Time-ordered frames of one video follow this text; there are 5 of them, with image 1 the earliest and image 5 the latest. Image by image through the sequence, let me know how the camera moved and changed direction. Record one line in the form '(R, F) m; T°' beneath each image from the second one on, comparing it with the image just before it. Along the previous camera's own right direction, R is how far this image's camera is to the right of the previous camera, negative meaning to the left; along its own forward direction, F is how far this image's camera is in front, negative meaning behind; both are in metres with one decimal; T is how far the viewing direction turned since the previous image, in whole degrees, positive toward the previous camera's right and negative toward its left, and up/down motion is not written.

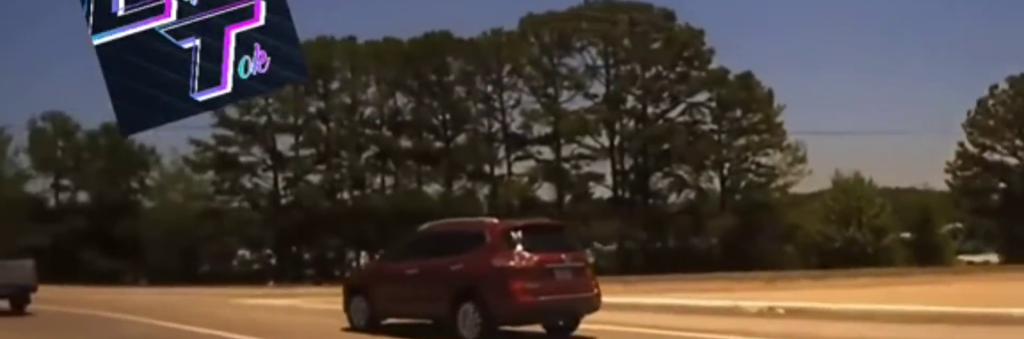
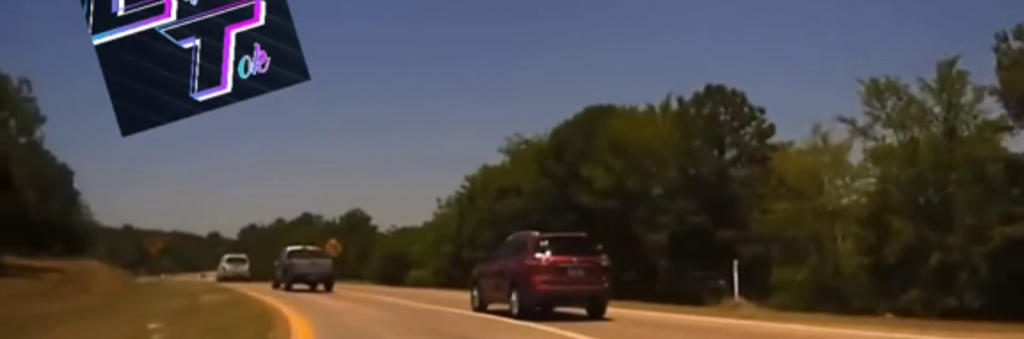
(-13.2, +19.0) m; -61°
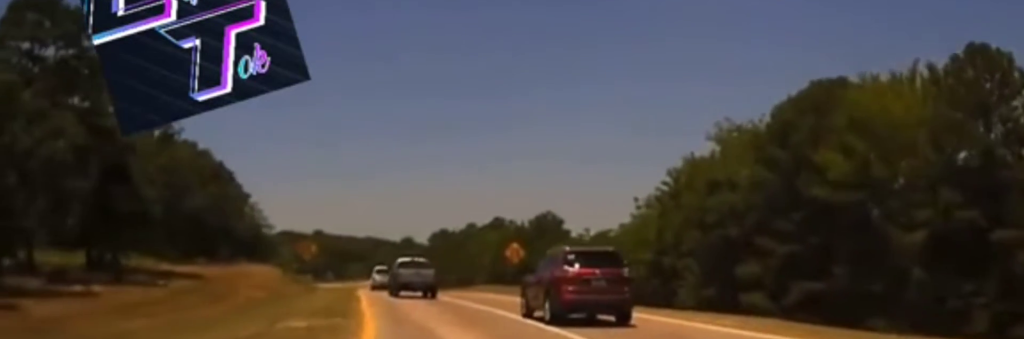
(-1.3, +10.4) m; -13°
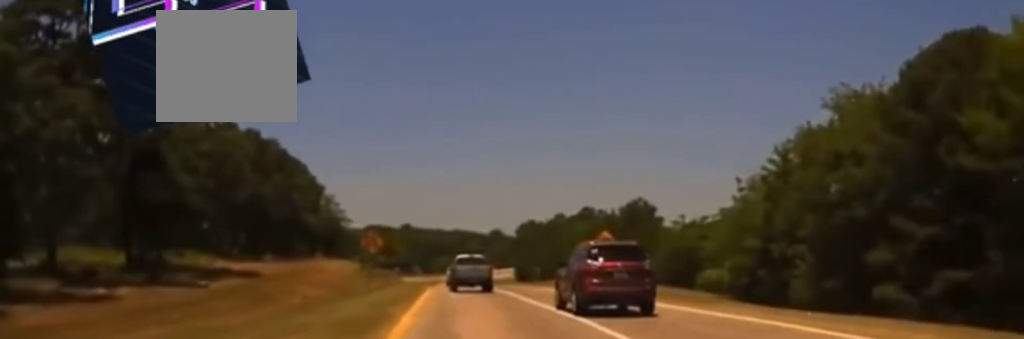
(-0.5, +7.4) m; -5°
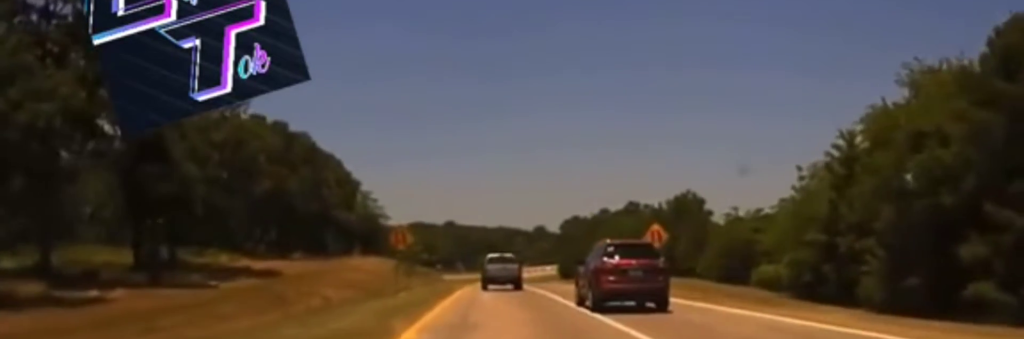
(-0.1, +5.0) m; -3°
